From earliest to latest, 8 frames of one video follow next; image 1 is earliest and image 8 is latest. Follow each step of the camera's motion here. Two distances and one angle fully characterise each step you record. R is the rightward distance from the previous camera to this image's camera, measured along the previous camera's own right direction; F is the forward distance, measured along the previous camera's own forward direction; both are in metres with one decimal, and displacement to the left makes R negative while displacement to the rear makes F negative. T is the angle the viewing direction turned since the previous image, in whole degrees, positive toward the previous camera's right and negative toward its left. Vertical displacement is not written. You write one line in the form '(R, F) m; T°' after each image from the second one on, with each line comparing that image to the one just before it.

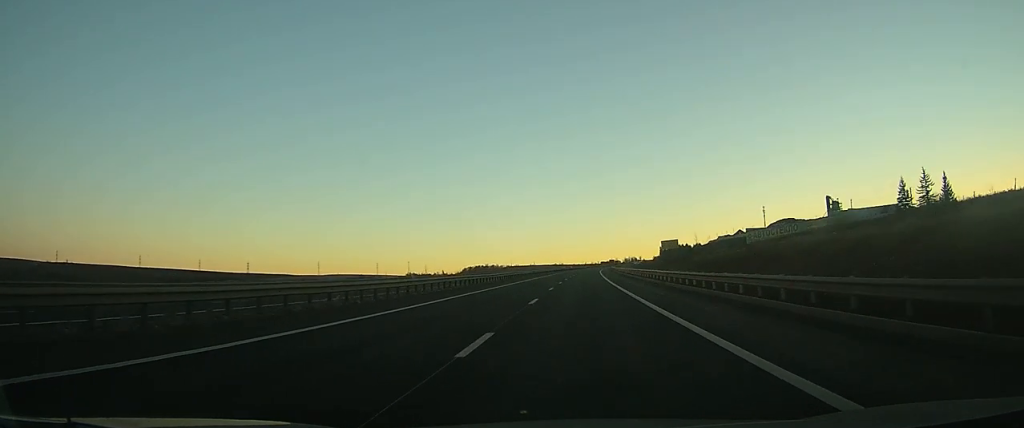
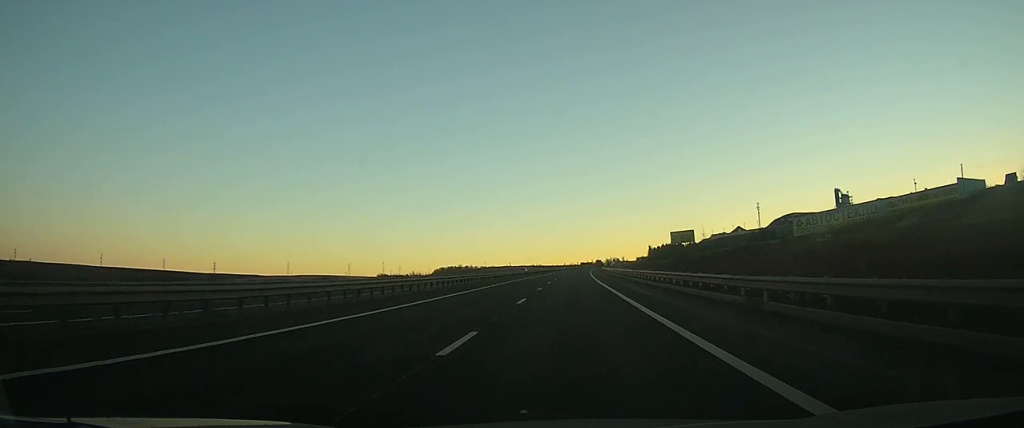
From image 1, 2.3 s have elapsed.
(+0.5, +57.0) m; +1°
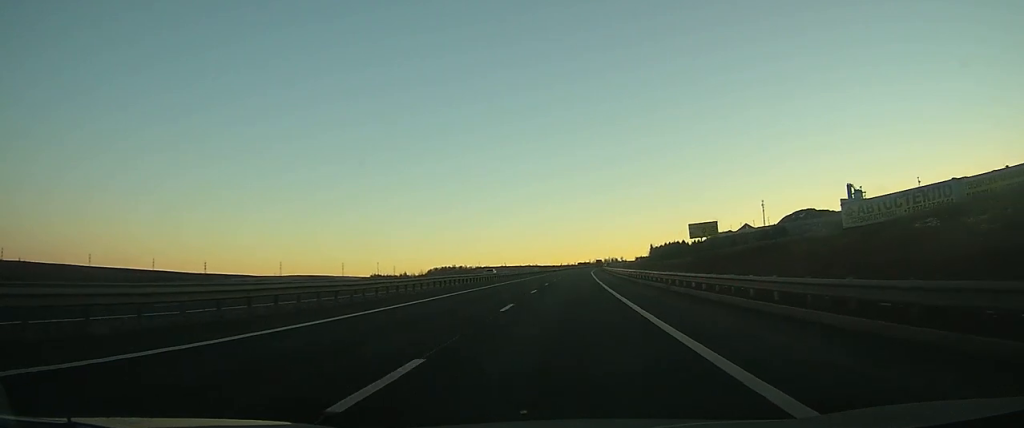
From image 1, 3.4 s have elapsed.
(+0.2, +28.2) m; 0°
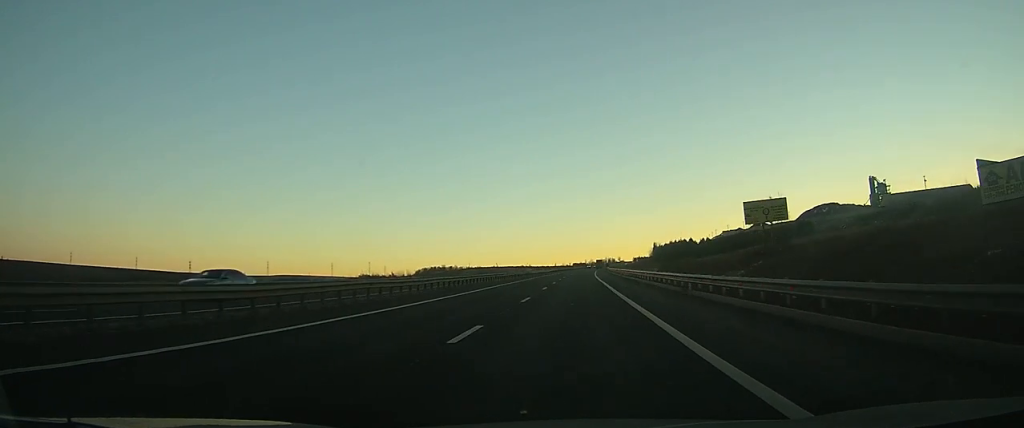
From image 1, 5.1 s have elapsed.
(+0.2, +44.6) m; +1°
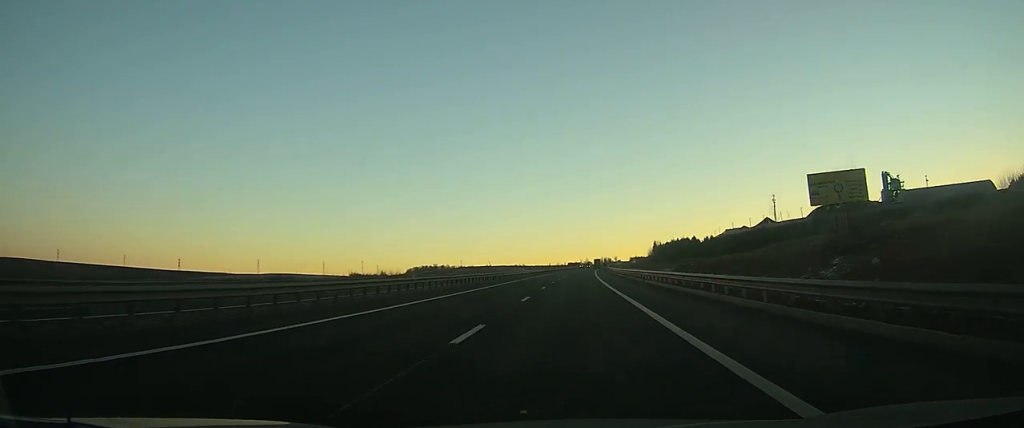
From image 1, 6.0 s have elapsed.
(0.0, +24.9) m; 0°
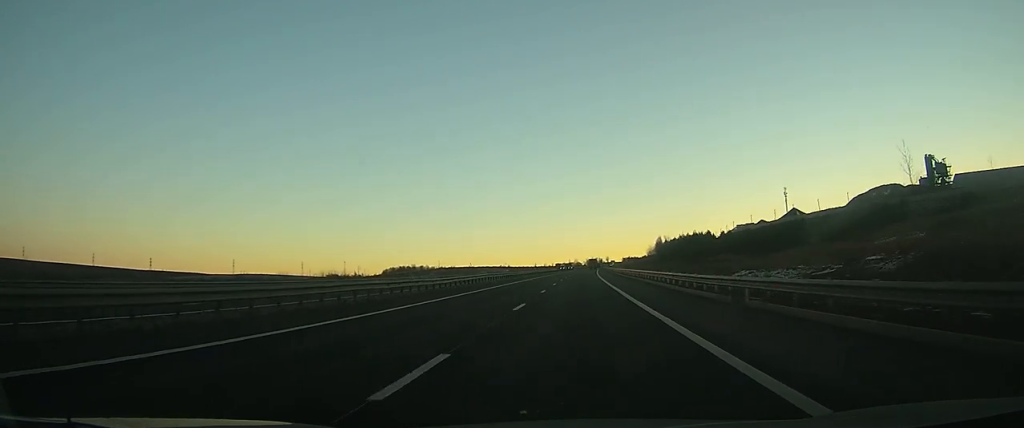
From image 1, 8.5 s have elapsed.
(+0.6, +64.1) m; +1°
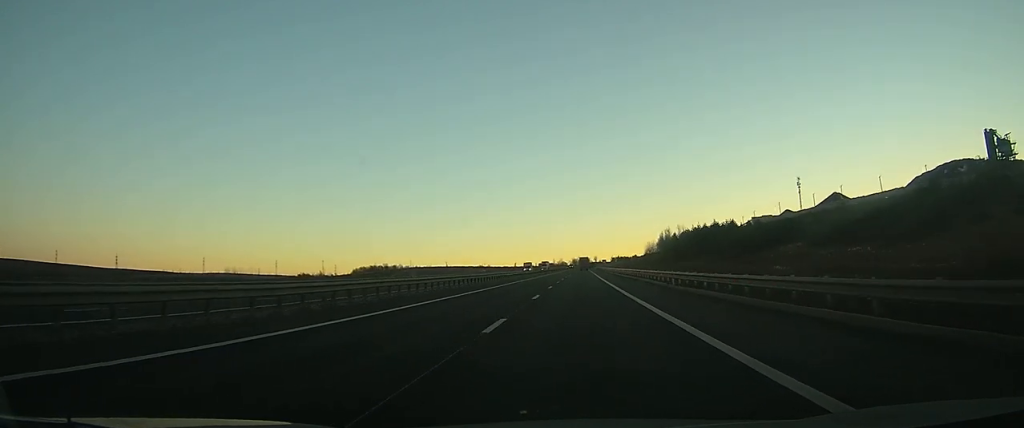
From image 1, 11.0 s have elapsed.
(+0.9, +63.0) m; +1°
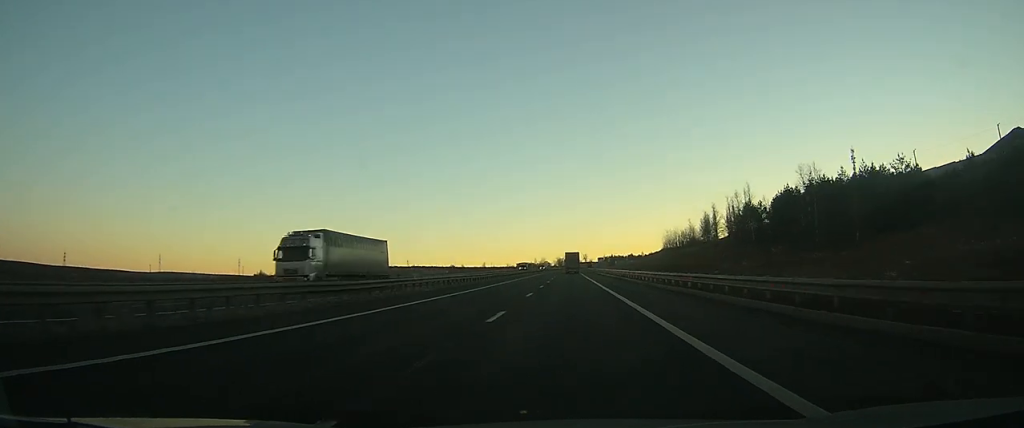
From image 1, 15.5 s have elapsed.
(+1.9, +118.0) m; +1°
